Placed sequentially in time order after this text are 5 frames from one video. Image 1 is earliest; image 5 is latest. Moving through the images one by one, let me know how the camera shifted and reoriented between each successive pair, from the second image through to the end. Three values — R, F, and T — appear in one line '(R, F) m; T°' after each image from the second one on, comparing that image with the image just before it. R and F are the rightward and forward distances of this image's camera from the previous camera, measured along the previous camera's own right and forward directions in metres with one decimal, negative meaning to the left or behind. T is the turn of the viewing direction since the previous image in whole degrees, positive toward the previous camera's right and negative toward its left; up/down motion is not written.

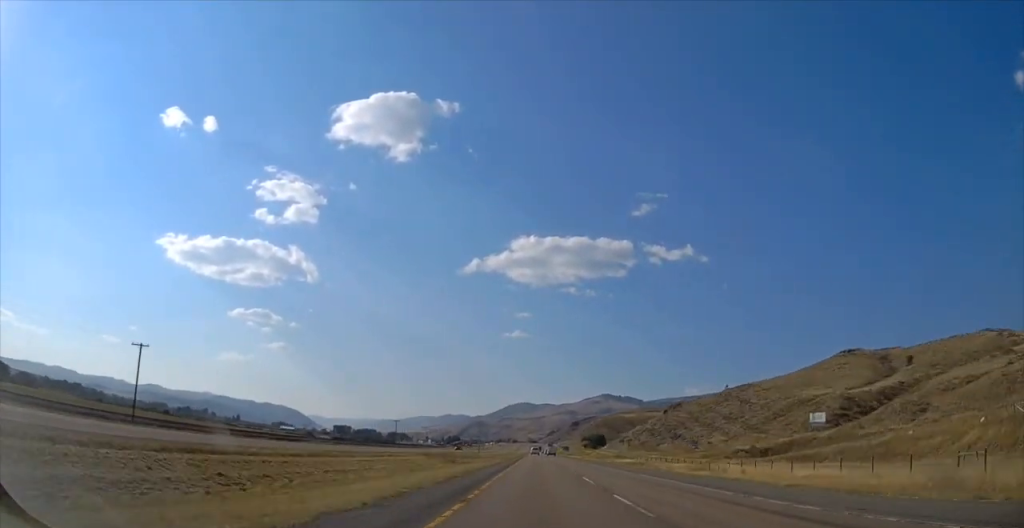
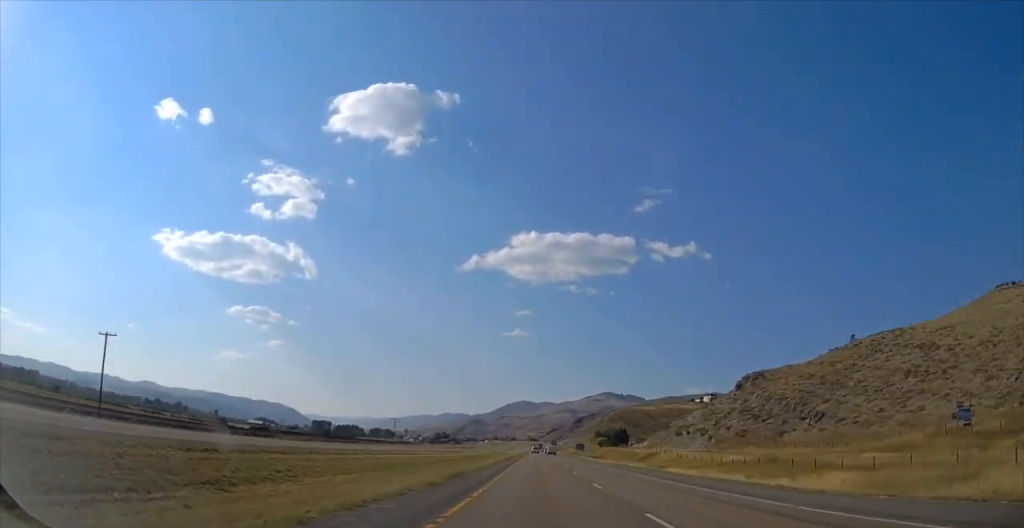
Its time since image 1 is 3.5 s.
(0.0, +126.9) m; 0°
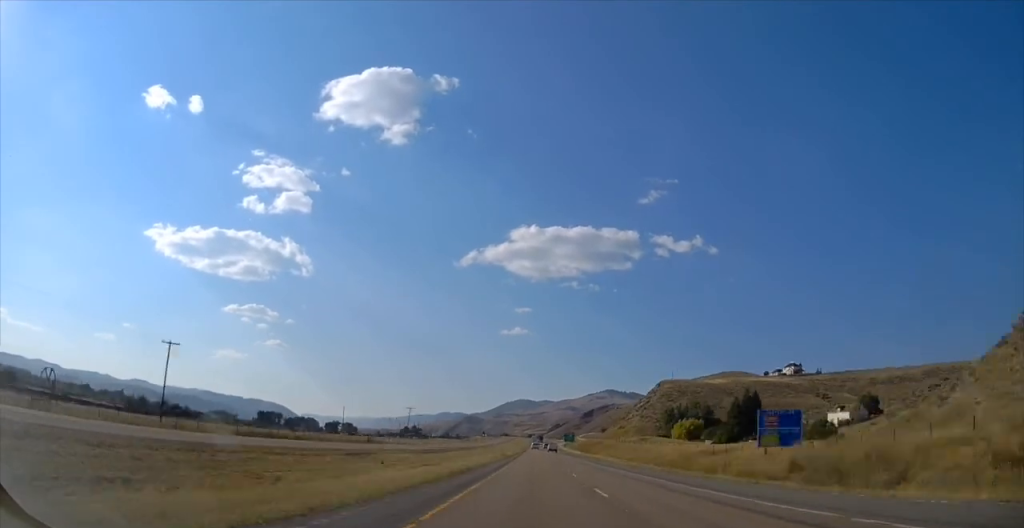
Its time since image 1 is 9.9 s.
(-0.1, +231.4) m; 0°
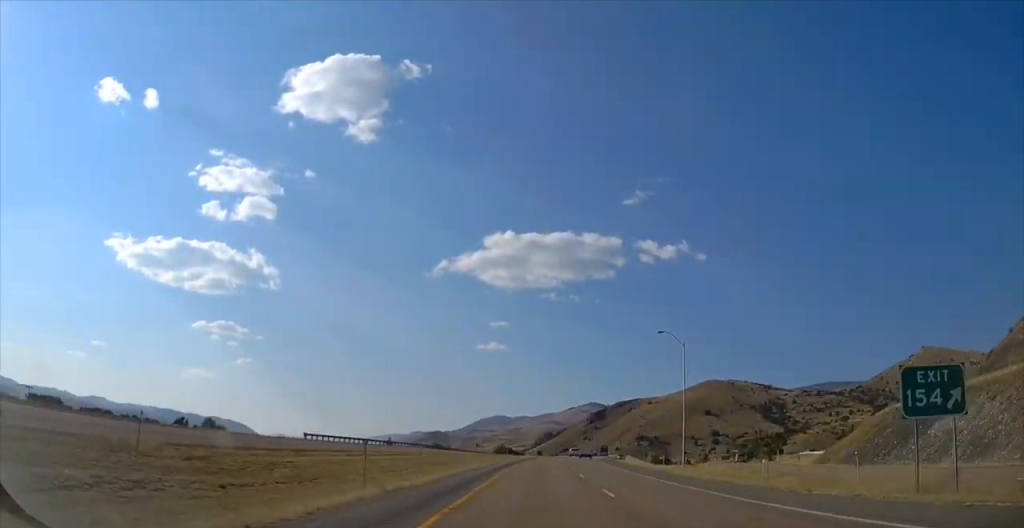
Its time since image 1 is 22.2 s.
(+10.7, +432.0) m; +2°
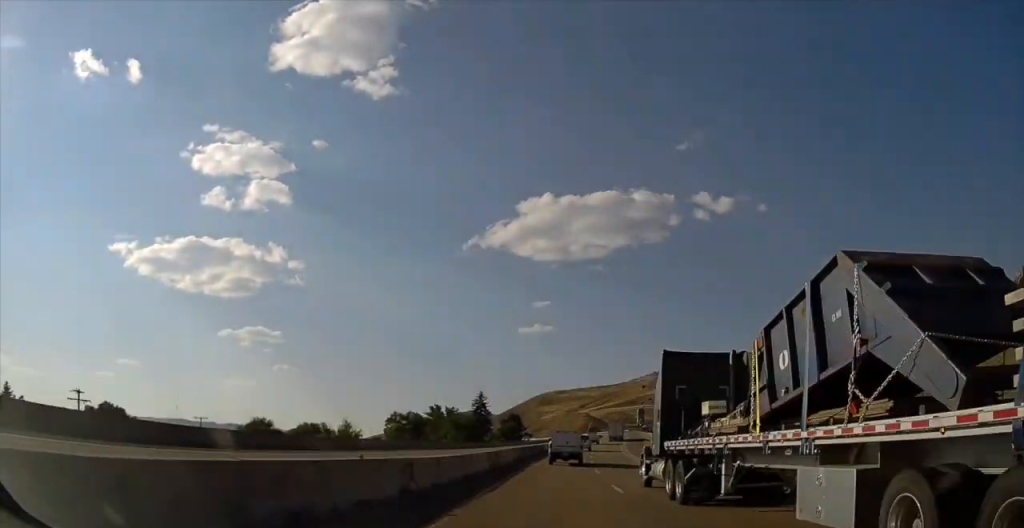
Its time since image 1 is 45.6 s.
(-77.4, +758.0) m; -6°
